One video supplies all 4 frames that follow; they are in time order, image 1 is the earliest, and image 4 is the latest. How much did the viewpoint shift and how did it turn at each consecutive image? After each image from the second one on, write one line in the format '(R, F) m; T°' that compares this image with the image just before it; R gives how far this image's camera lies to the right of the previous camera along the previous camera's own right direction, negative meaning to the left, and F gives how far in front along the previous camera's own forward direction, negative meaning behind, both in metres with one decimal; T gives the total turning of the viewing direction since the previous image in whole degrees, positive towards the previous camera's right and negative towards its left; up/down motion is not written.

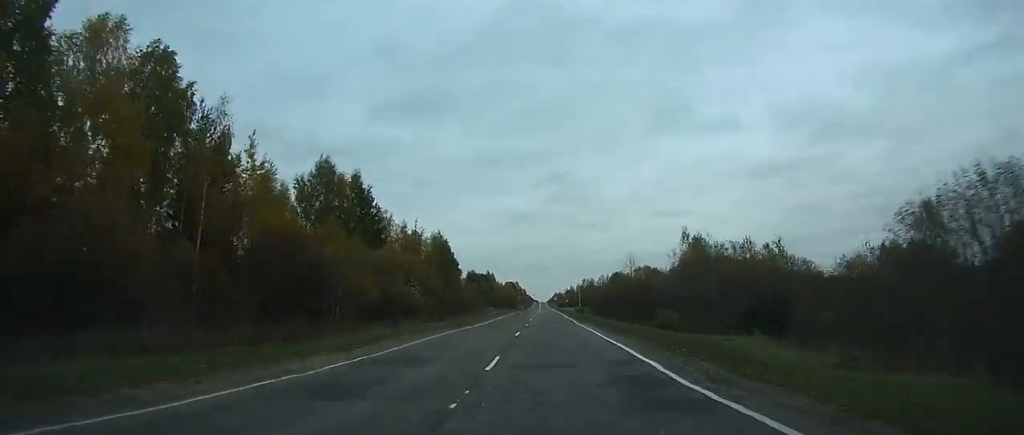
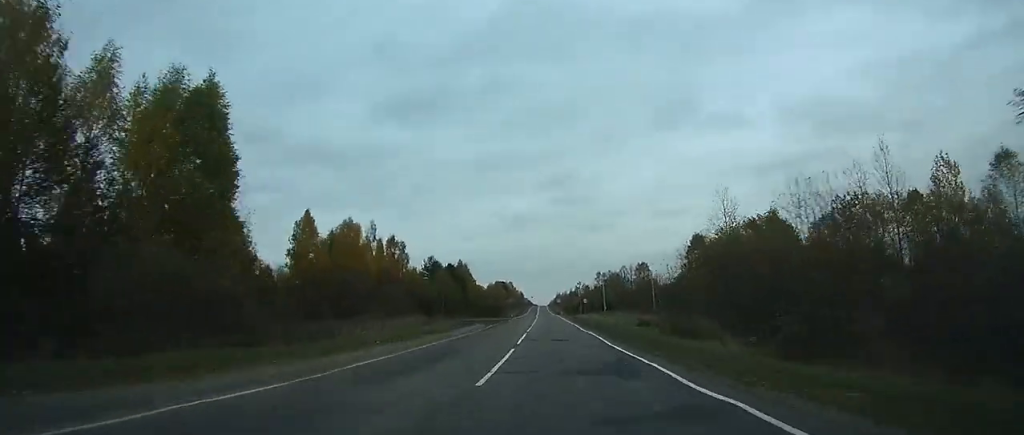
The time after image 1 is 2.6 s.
(+0.2, +69.6) m; 0°
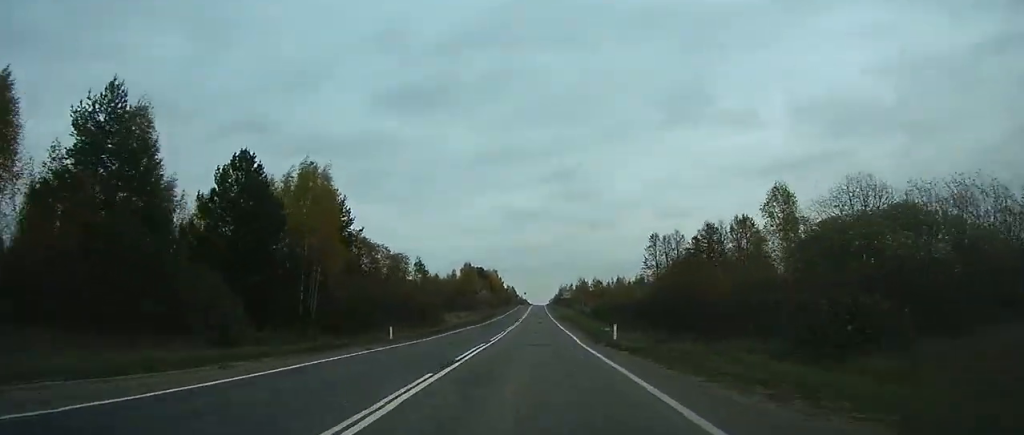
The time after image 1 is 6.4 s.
(0.0, +101.6) m; 0°
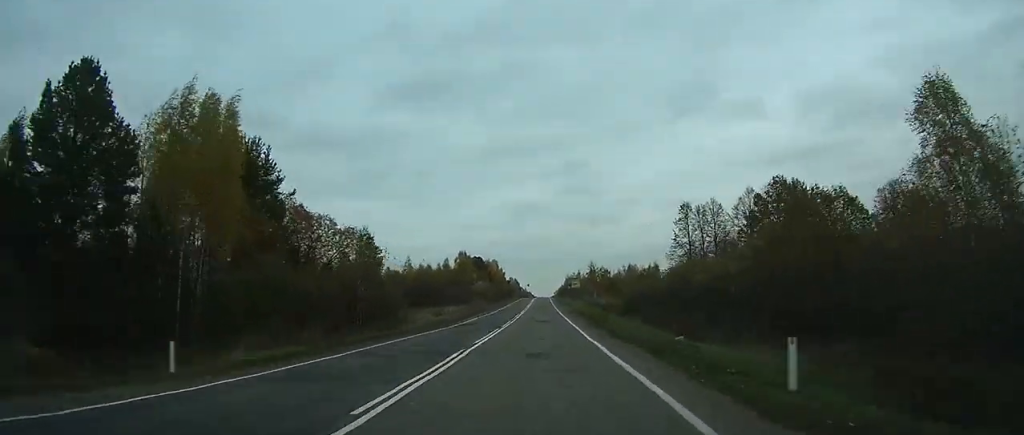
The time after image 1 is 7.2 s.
(-0.1, +20.7) m; 0°
